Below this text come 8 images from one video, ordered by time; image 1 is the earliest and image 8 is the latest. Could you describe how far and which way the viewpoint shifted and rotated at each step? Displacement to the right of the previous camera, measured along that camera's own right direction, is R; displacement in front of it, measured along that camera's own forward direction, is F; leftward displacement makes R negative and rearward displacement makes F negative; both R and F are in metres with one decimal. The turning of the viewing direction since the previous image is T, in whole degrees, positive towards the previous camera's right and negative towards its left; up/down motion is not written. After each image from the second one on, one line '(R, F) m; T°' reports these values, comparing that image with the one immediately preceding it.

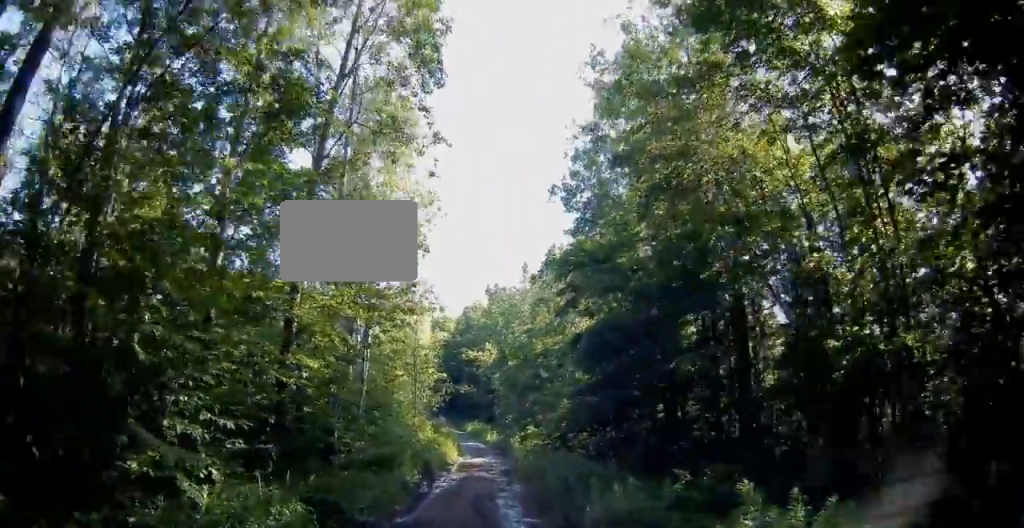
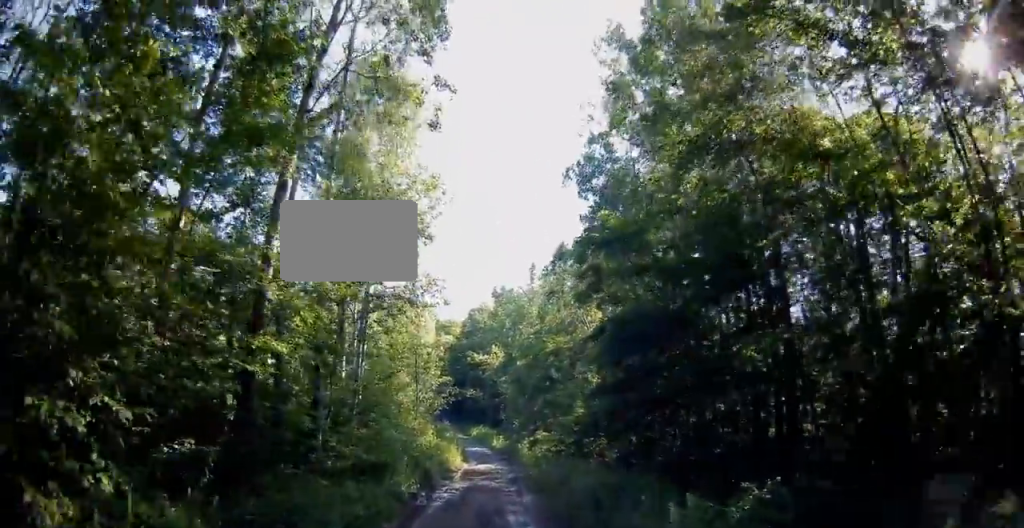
(0.0, +2.4) m; +2°
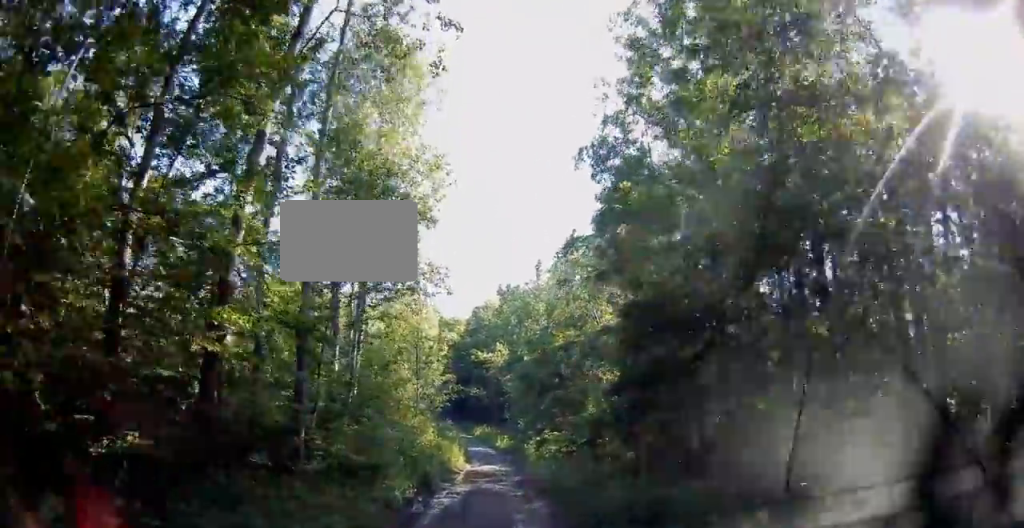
(0.0, +1.9) m; 0°
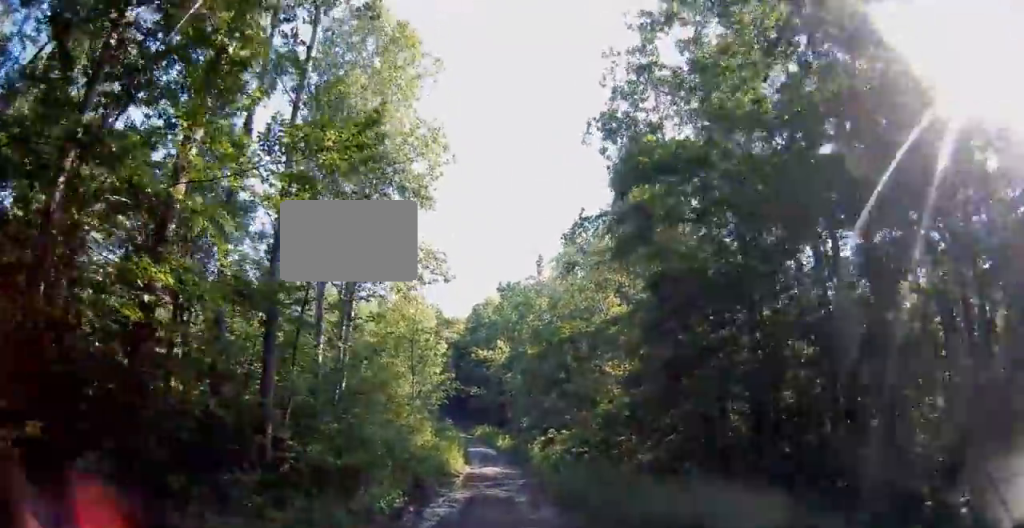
(+0.2, +2.4) m; -1°
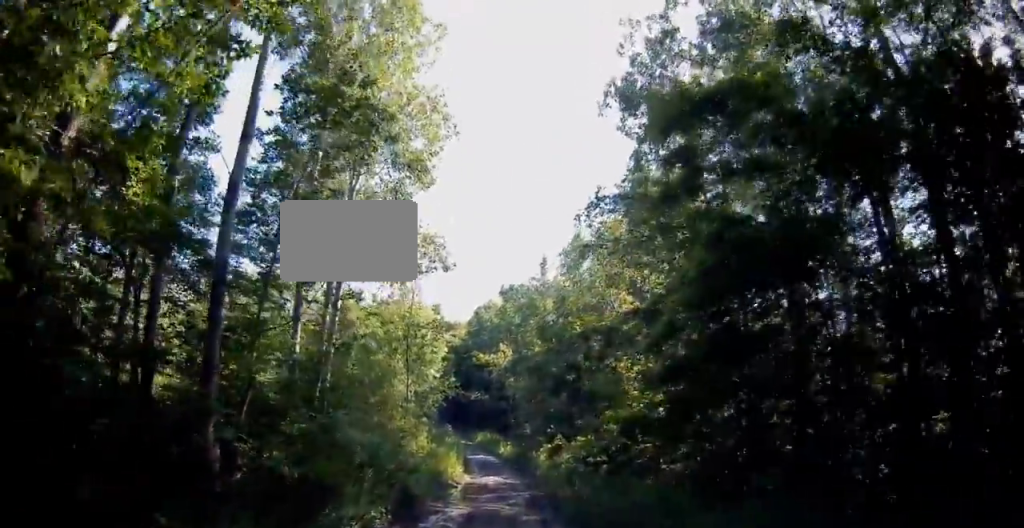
(-0.2, +2.8) m; -3°
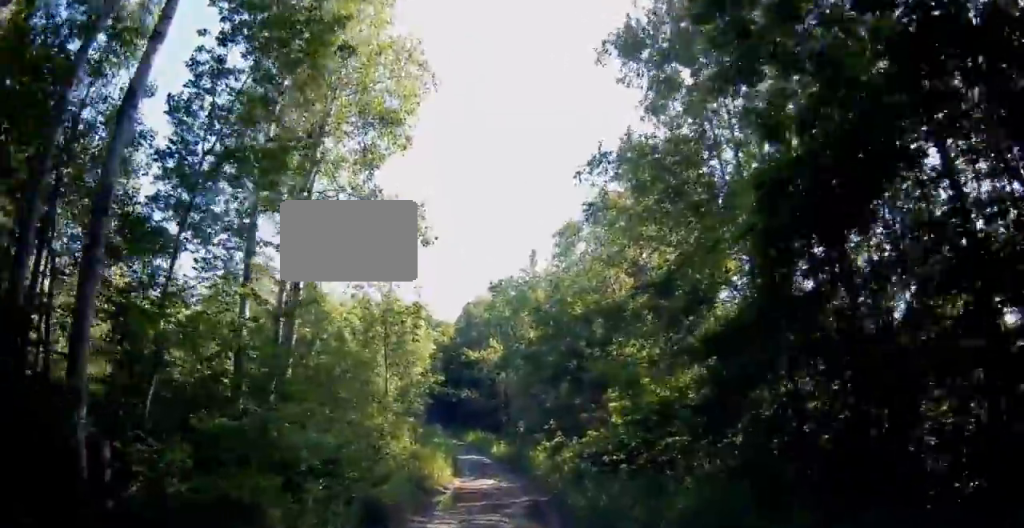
(-0.1, +3.2) m; 0°
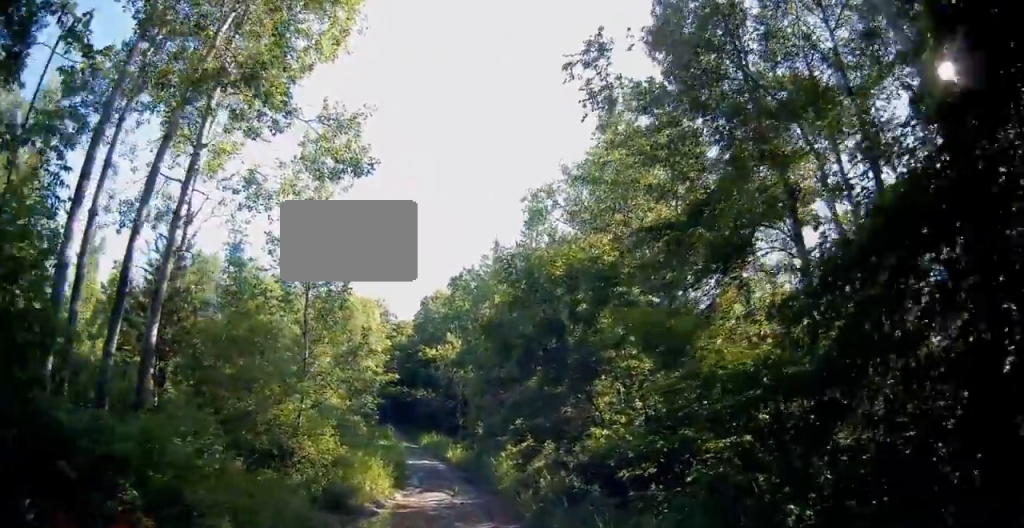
(+0.4, +5.5) m; +7°
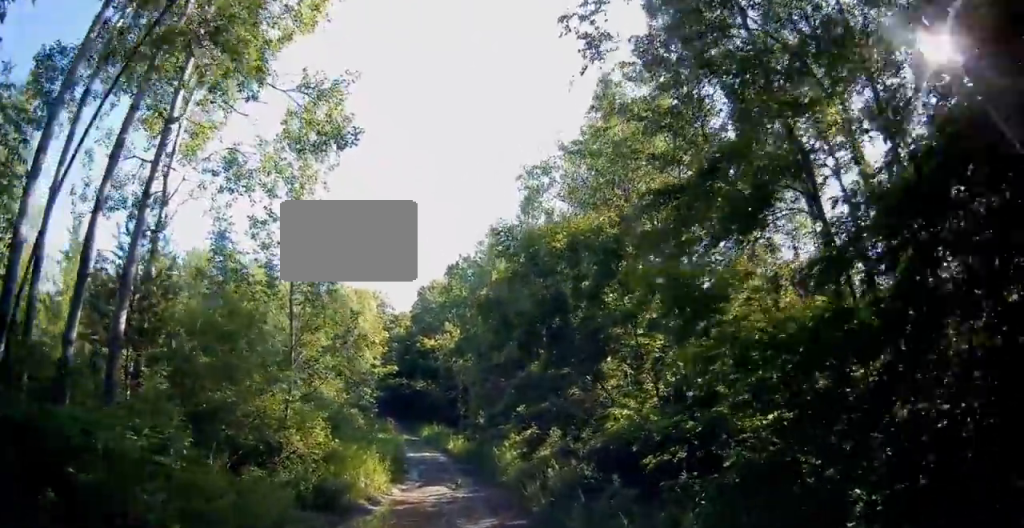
(+0.1, +1.0) m; 0°
